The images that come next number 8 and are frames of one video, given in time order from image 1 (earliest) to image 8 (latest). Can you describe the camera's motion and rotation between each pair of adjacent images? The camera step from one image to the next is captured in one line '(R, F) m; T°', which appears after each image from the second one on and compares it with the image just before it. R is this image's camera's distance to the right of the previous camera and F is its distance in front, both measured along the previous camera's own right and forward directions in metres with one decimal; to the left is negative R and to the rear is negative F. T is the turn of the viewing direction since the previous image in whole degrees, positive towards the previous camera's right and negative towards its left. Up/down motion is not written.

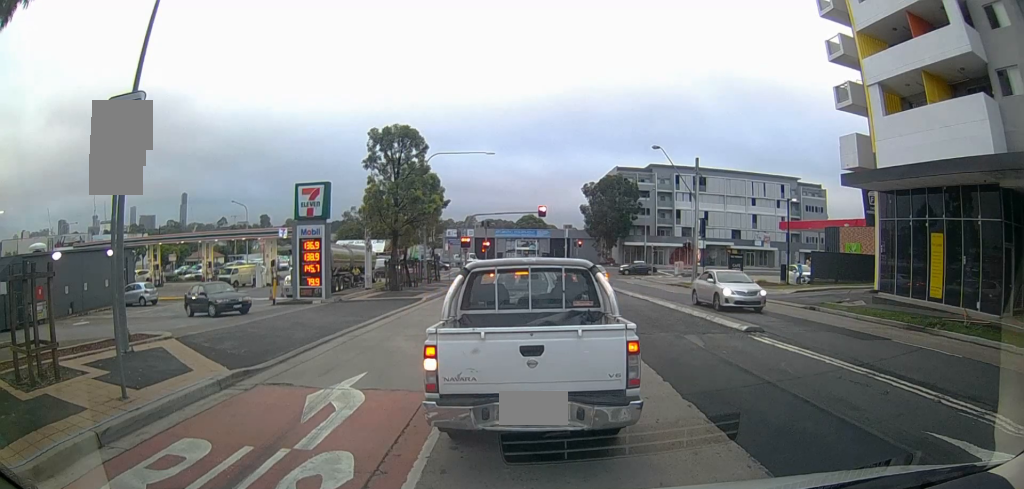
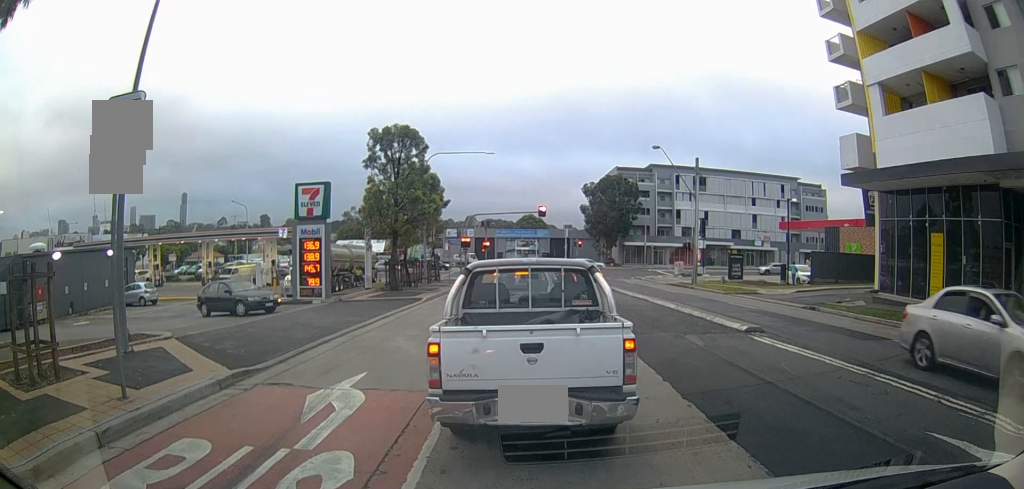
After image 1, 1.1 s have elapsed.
(0.0, 0.0) m; 0°
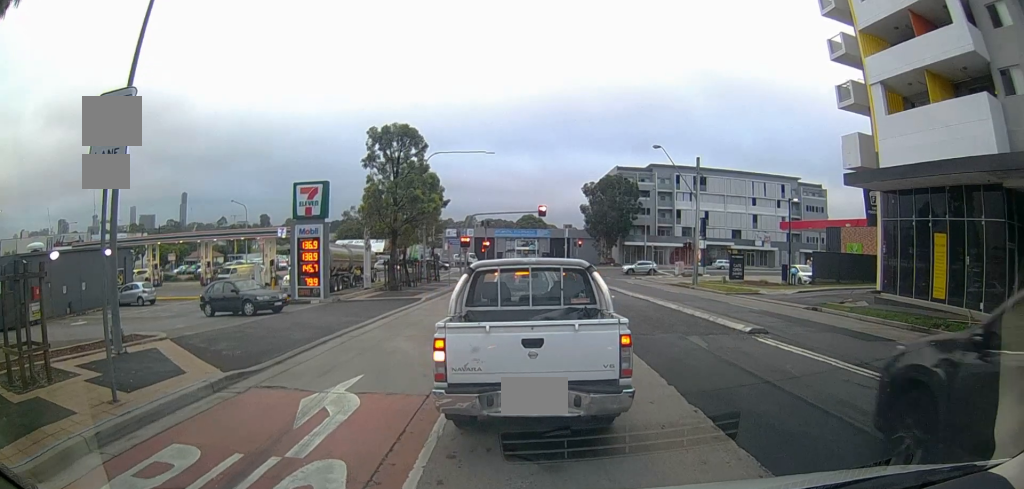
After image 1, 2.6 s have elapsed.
(0.0, +0.2) m; 0°
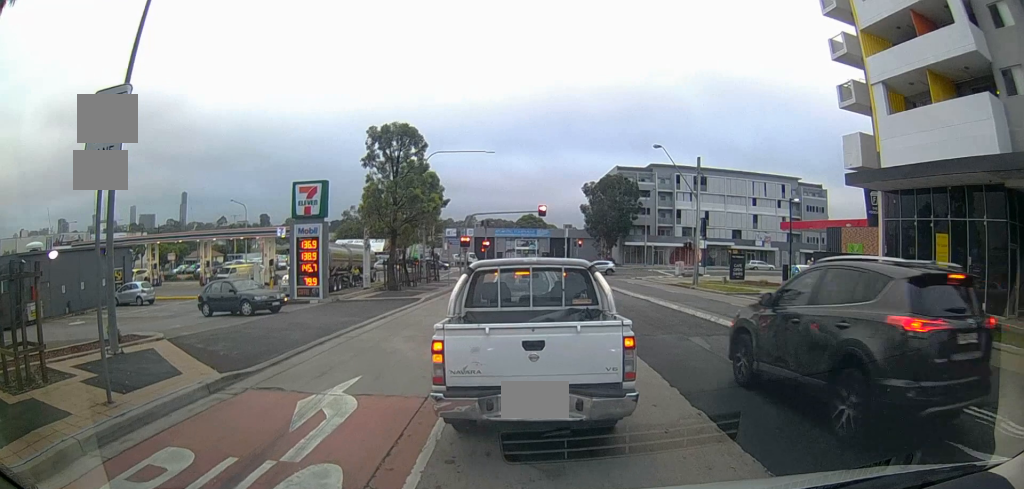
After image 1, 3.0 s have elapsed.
(0.0, +0.1) m; 0°
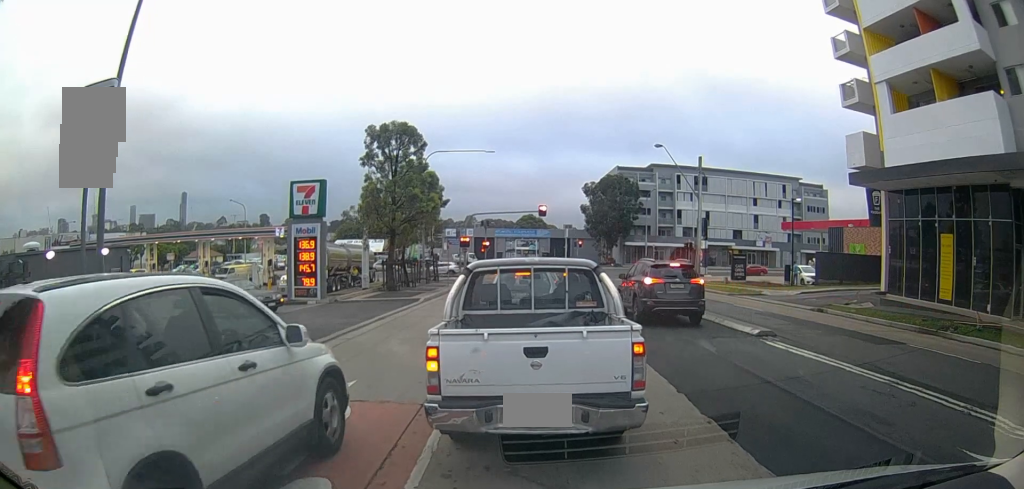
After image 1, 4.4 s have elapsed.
(0.0, +0.3) m; 0°
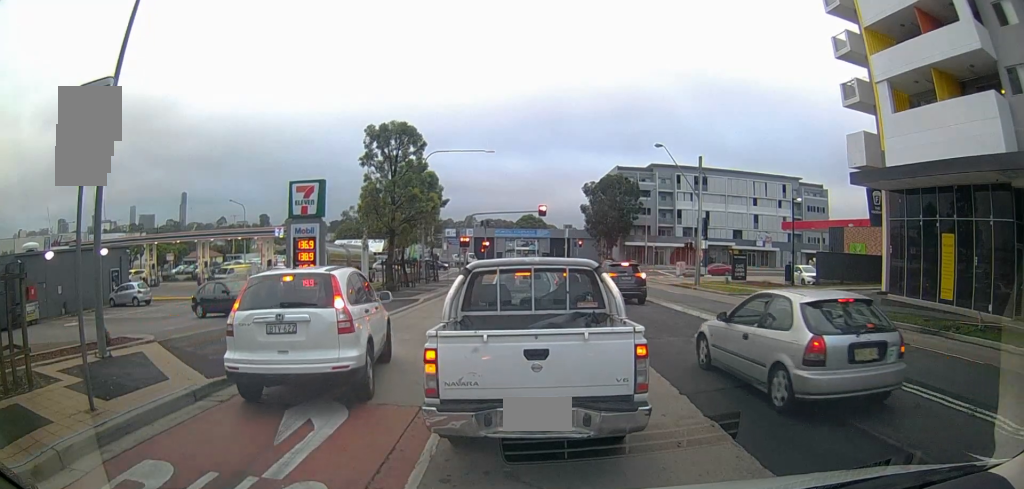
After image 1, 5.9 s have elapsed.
(0.0, +0.2) m; 0°
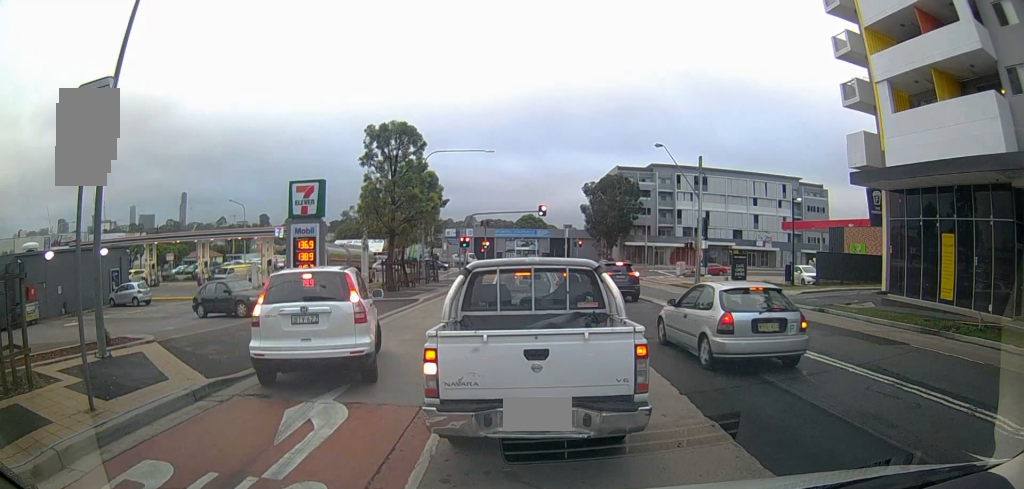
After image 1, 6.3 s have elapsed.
(0.0, 0.0) m; 0°
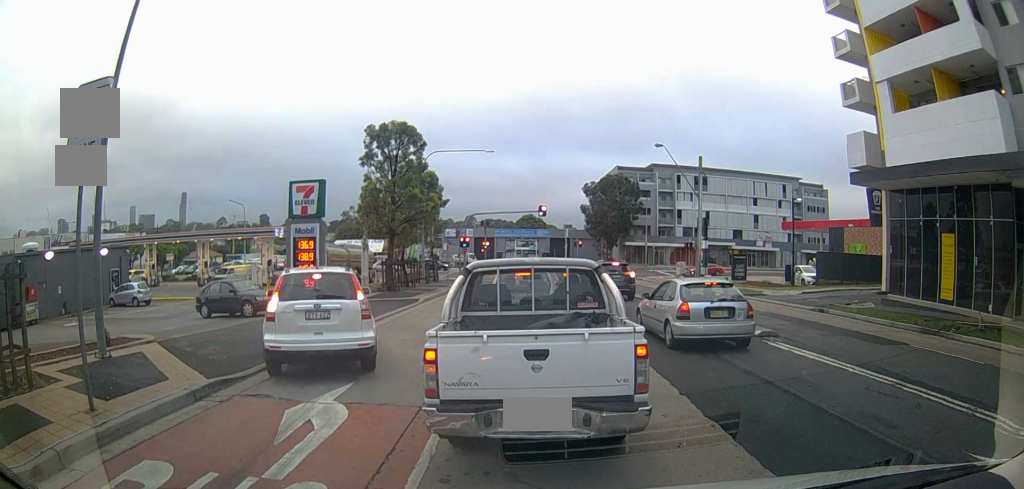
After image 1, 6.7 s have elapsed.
(0.0, 0.0) m; 0°
